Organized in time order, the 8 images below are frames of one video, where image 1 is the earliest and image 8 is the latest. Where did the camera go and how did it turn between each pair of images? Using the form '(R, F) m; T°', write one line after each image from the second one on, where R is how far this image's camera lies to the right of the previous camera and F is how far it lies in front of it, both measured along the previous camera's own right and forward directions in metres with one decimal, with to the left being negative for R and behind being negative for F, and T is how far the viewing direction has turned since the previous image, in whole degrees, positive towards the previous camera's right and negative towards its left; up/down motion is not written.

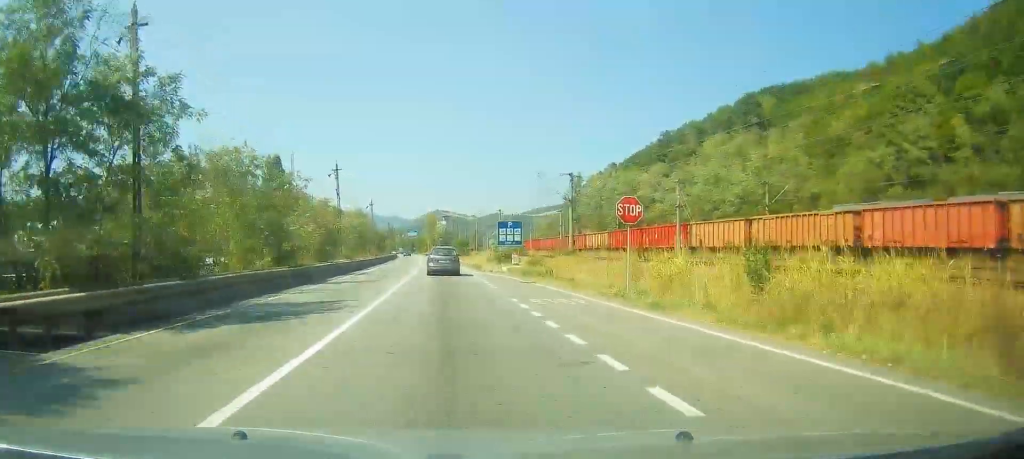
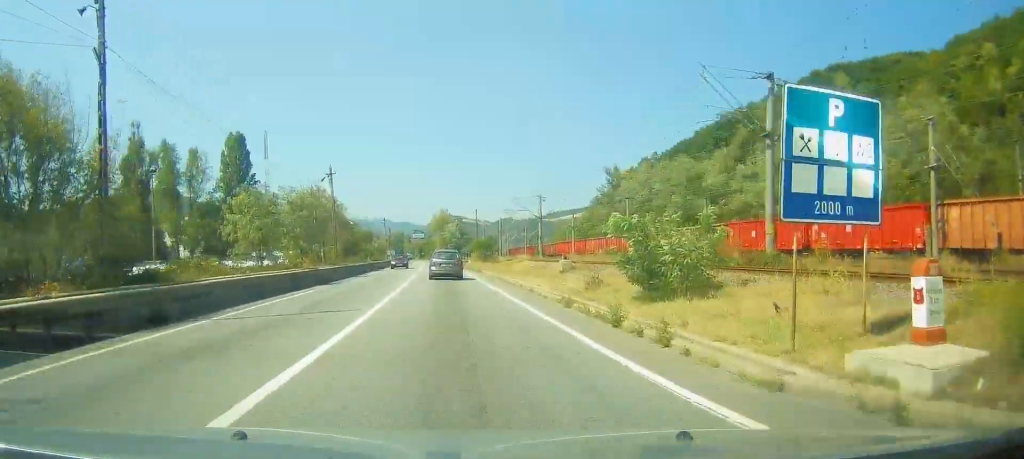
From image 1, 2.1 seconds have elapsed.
(-0.2, +37.3) m; 0°
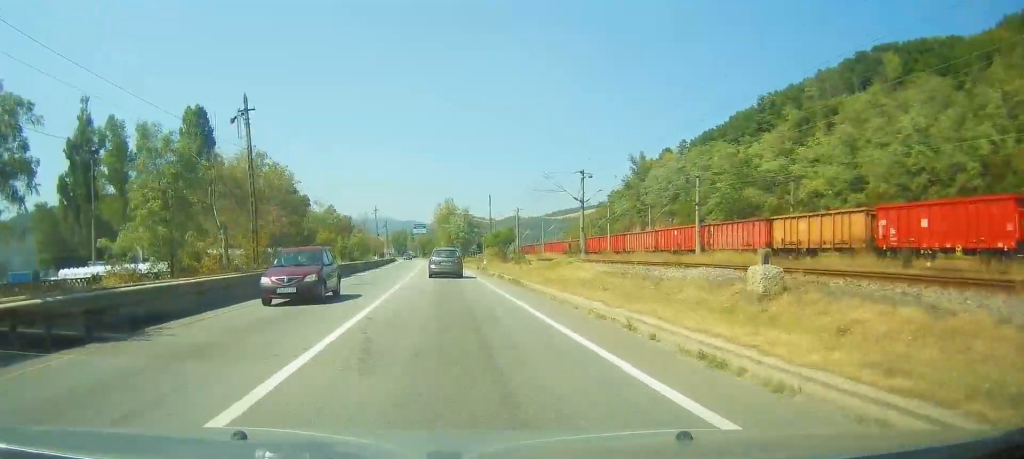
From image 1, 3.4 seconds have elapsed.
(0.0, +22.2) m; 0°
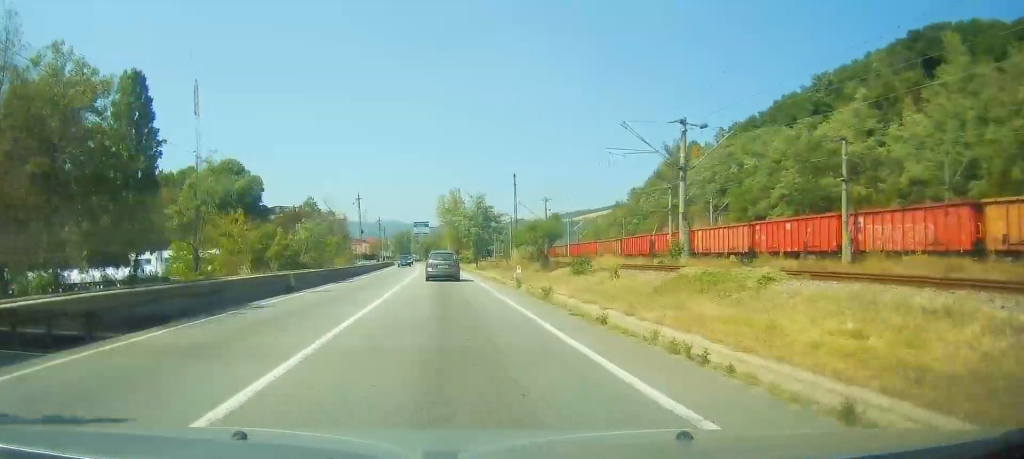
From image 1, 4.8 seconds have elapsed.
(+0.1, +24.5) m; -1°
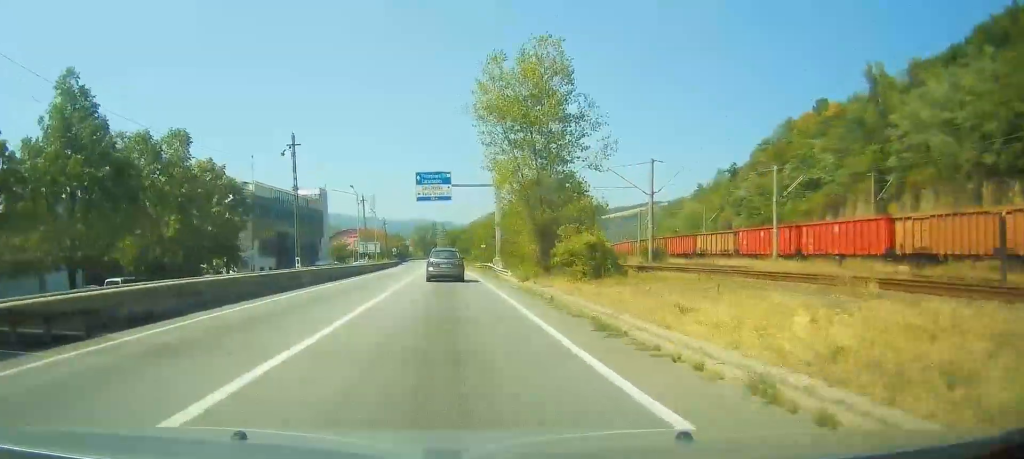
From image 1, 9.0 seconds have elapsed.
(-2.1, +72.5) m; -2°
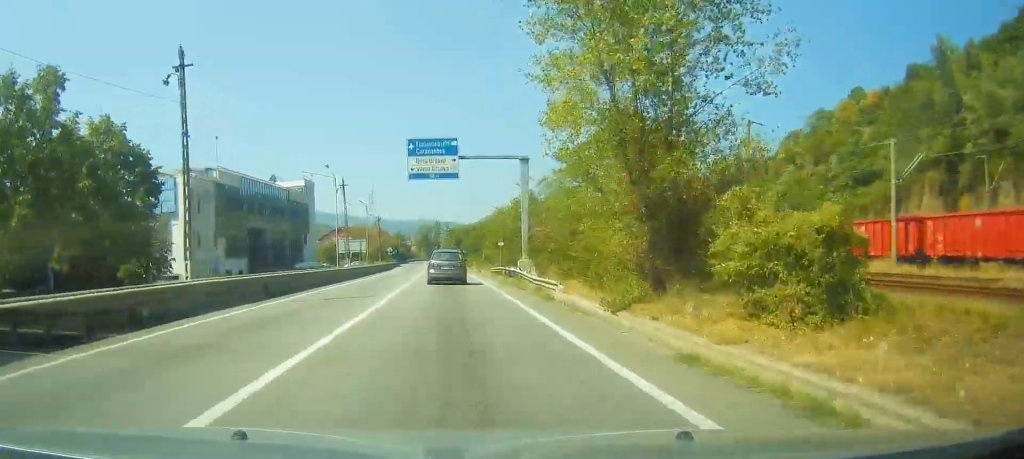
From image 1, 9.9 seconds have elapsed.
(0.0, +15.7) m; 0°
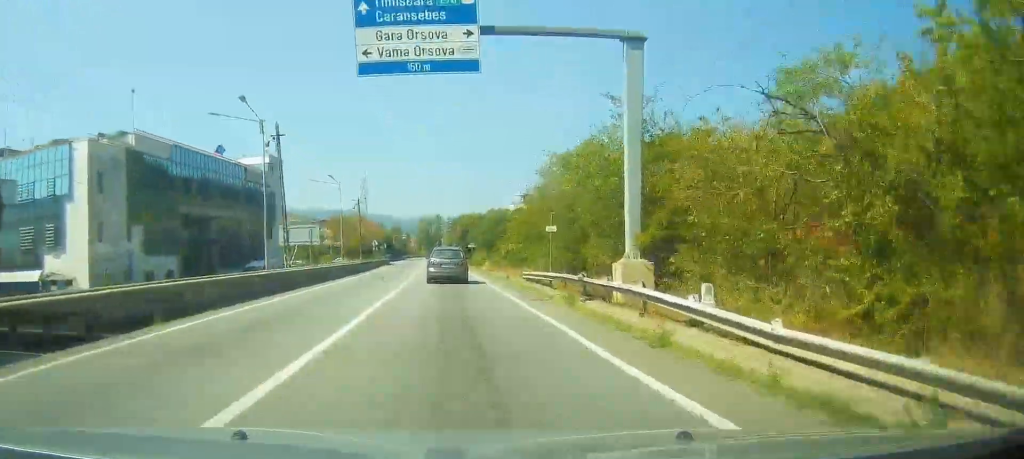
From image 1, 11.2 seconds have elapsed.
(0.0, +21.6) m; 0°
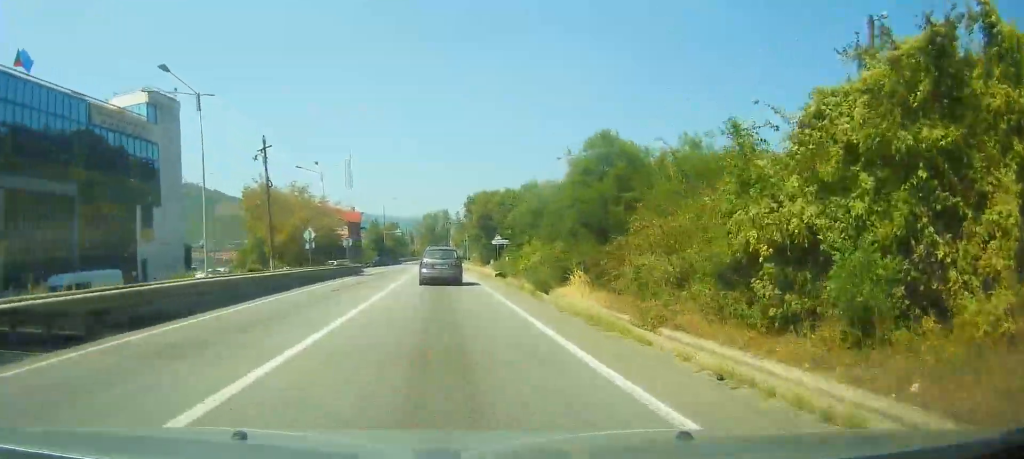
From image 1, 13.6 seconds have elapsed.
(-0.5, +37.4) m; -2°
